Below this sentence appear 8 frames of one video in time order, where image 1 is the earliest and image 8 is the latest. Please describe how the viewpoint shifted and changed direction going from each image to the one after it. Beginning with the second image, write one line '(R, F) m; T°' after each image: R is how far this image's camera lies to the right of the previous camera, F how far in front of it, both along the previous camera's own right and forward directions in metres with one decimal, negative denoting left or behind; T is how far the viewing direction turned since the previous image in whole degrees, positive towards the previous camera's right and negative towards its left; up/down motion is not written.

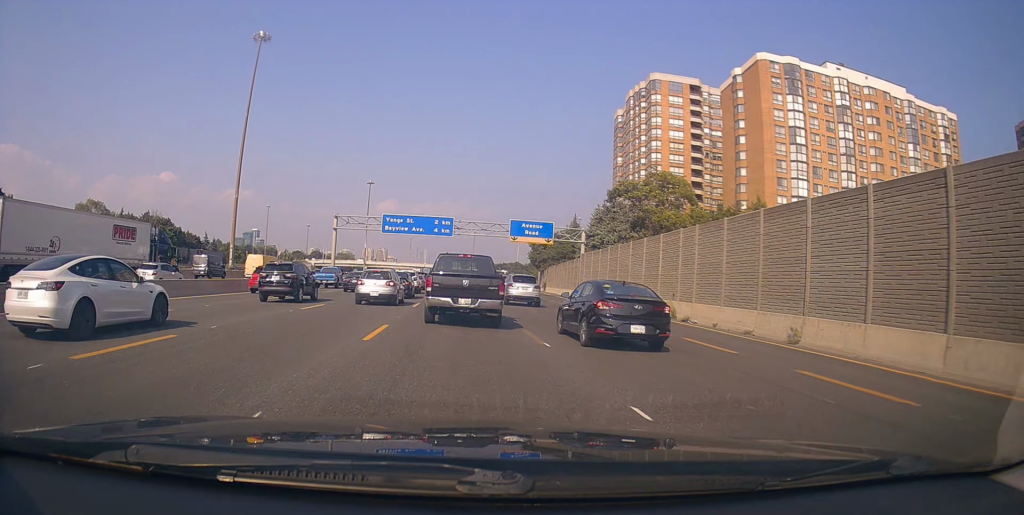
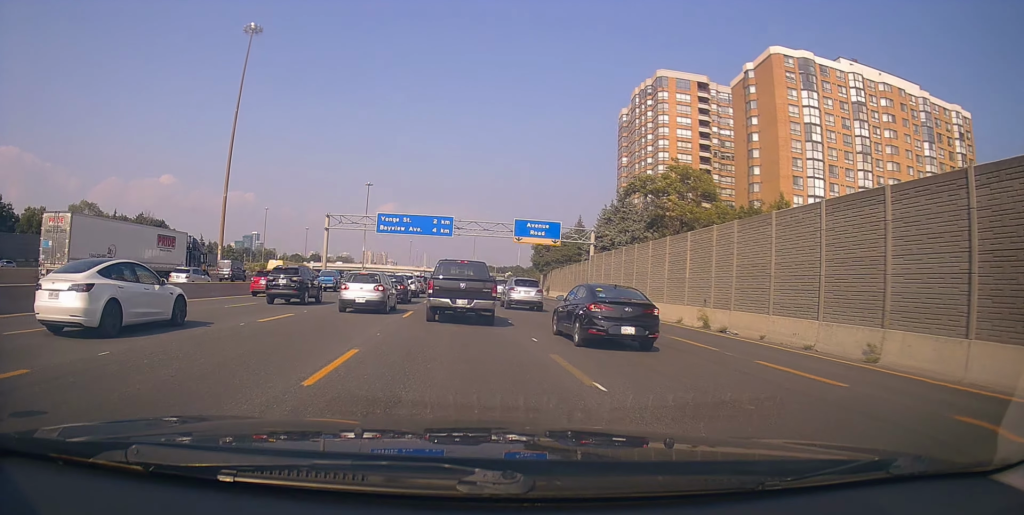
(+0.3, +4.6) m; +4°
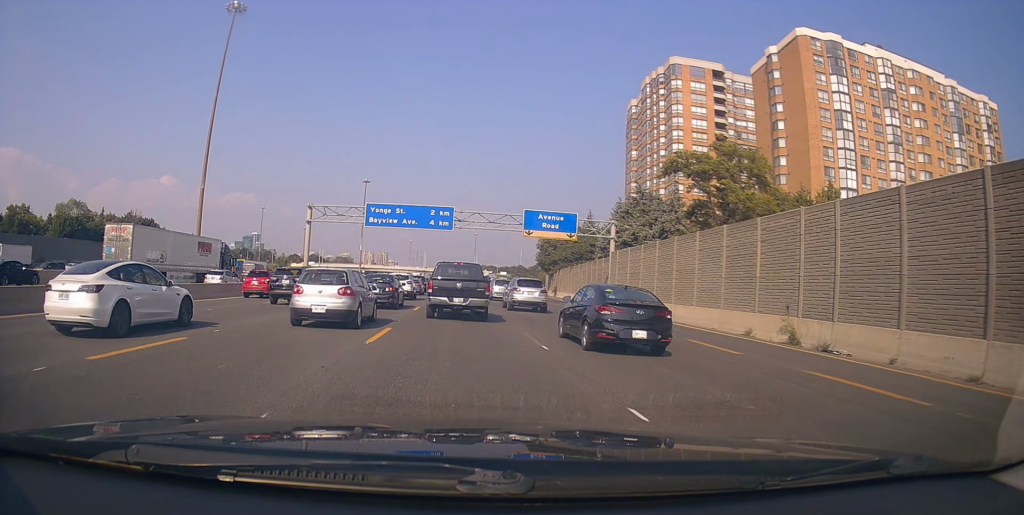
(0.0, +6.8) m; -1°
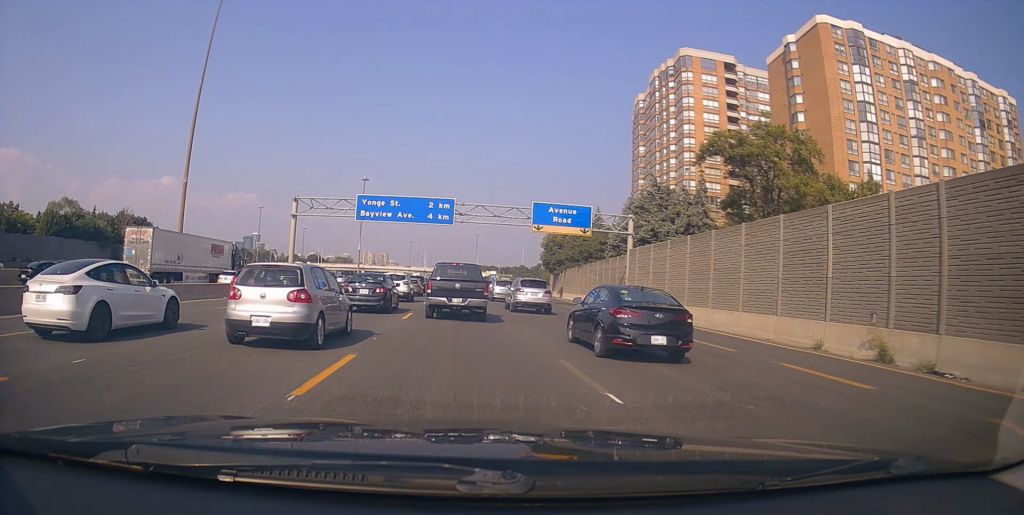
(-0.1, +4.5) m; 0°
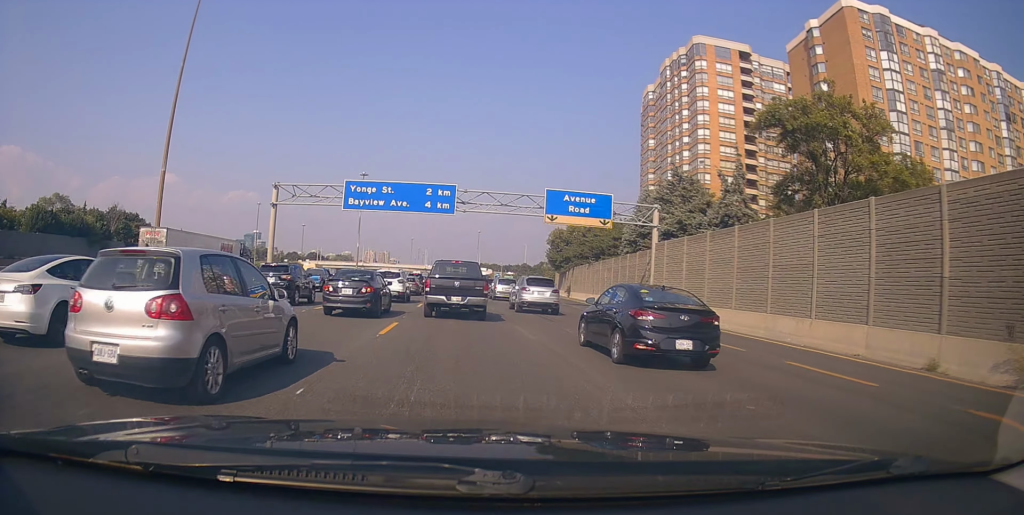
(+0.1, +5.3) m; +2°
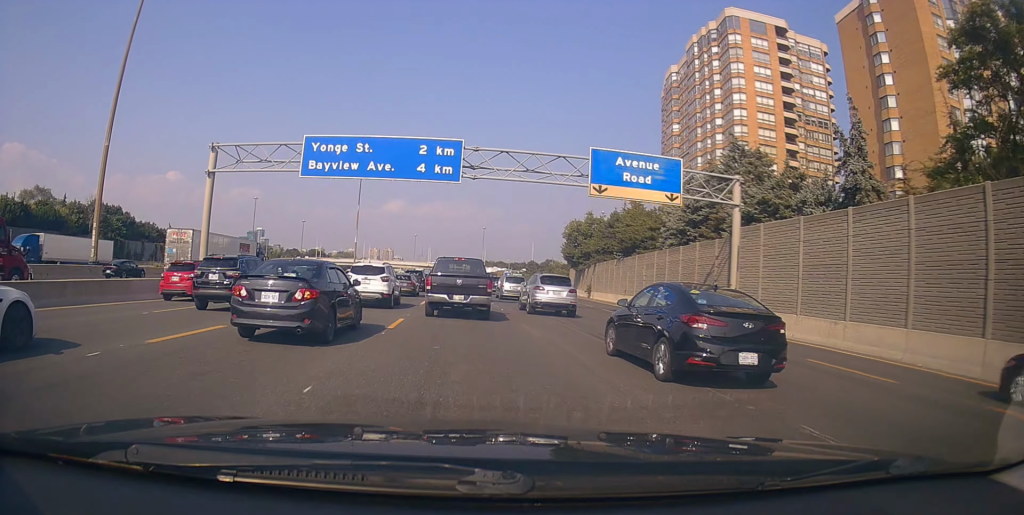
(0.0, +12.2) m; -2°
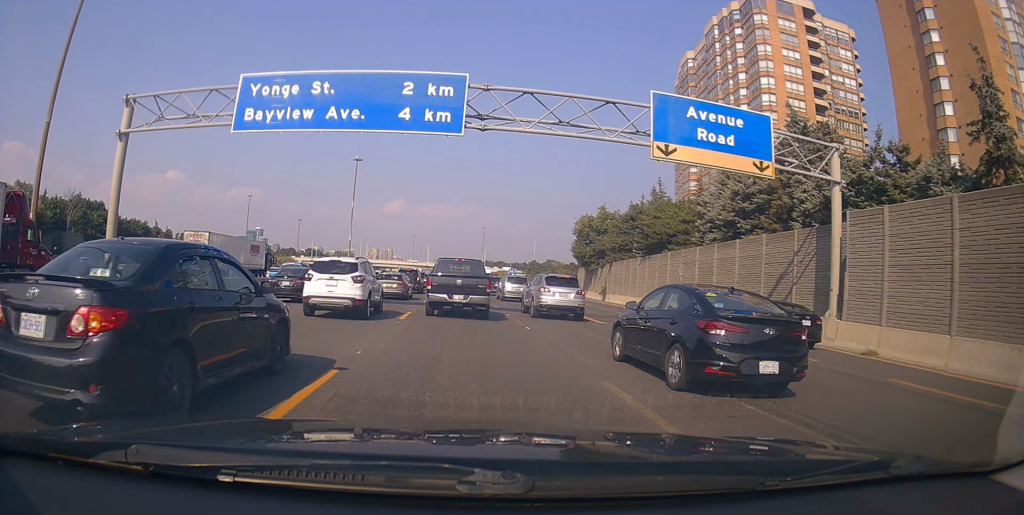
(-0.2, +9.4) m; -2°
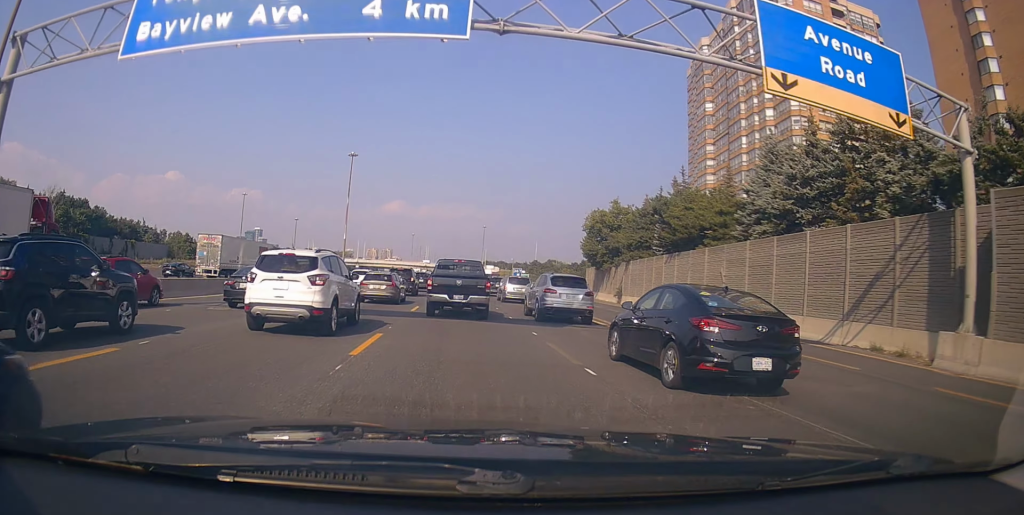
(-0.1, +7.8) m; 0°
